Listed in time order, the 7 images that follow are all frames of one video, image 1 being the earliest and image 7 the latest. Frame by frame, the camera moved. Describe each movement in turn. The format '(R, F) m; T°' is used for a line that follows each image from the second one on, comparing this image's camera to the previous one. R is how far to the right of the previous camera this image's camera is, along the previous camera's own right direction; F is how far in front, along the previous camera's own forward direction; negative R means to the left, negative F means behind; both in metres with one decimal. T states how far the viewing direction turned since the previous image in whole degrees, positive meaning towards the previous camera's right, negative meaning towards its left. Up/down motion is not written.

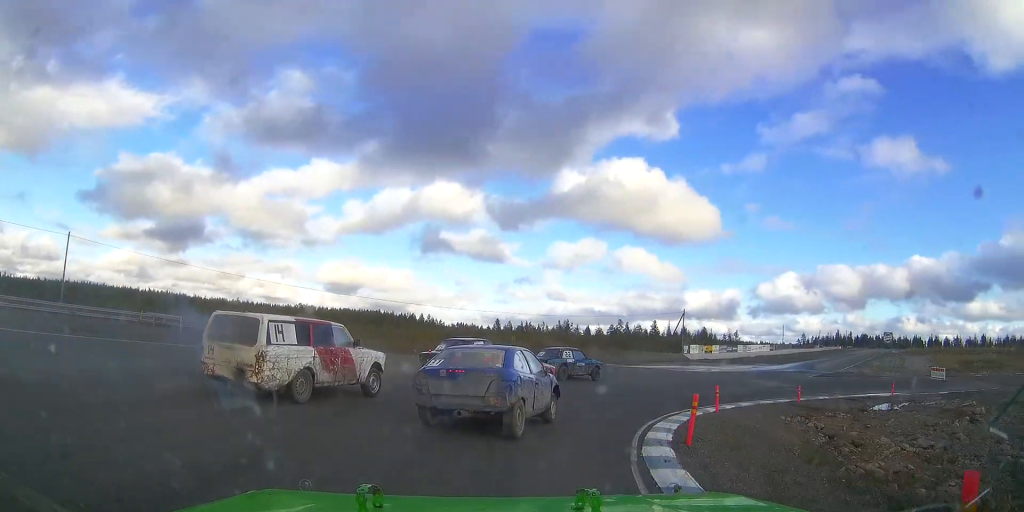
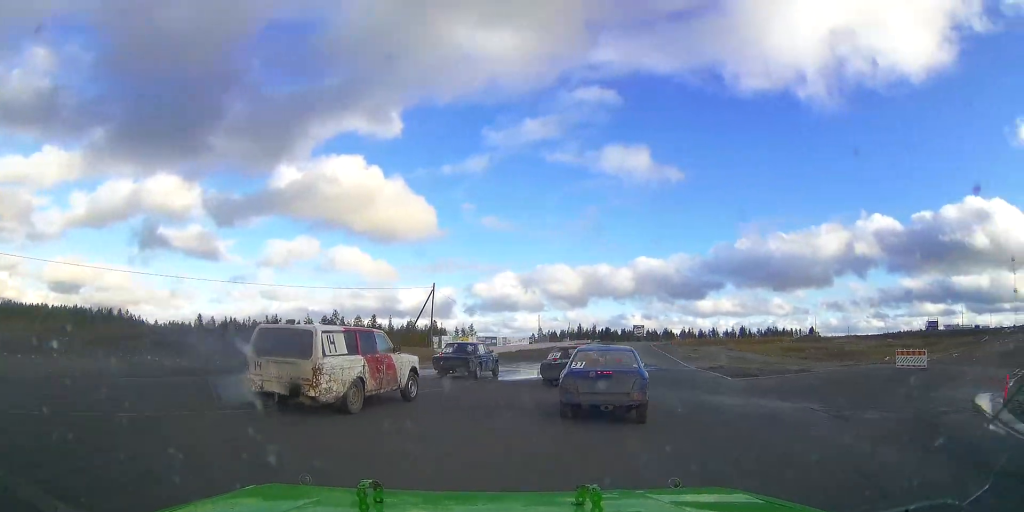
(+7.2, +24.6) m; +26°
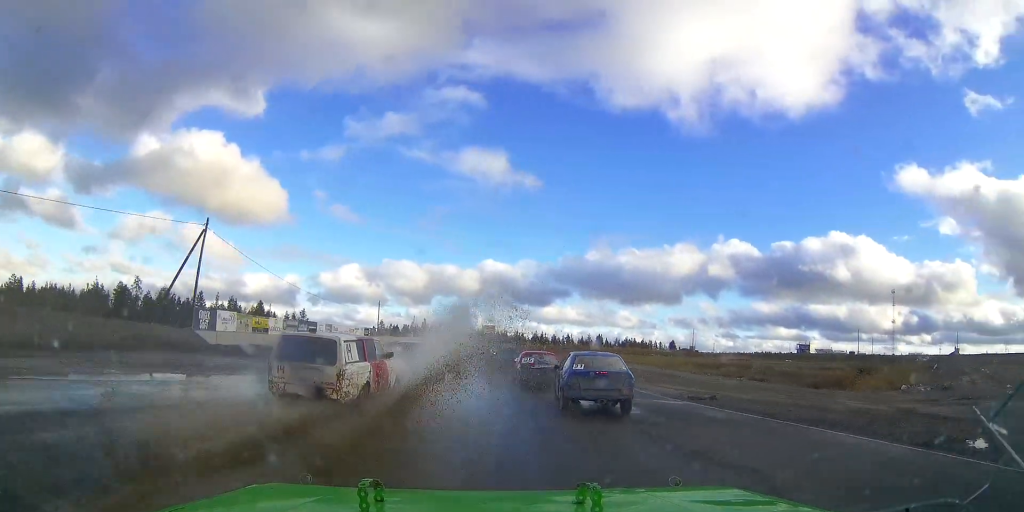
(+2.1, +20.2) m; +9°
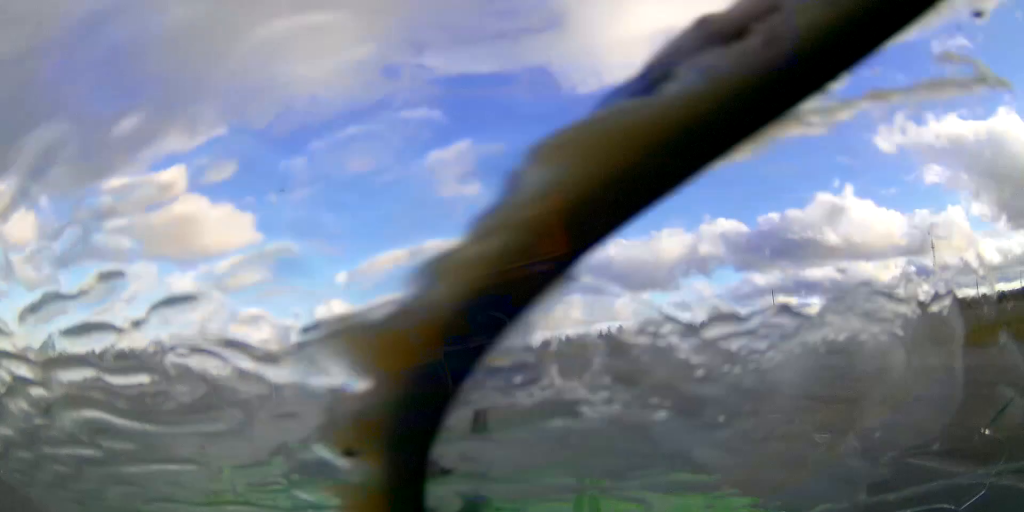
(+2.7, +53.1) m; +3°
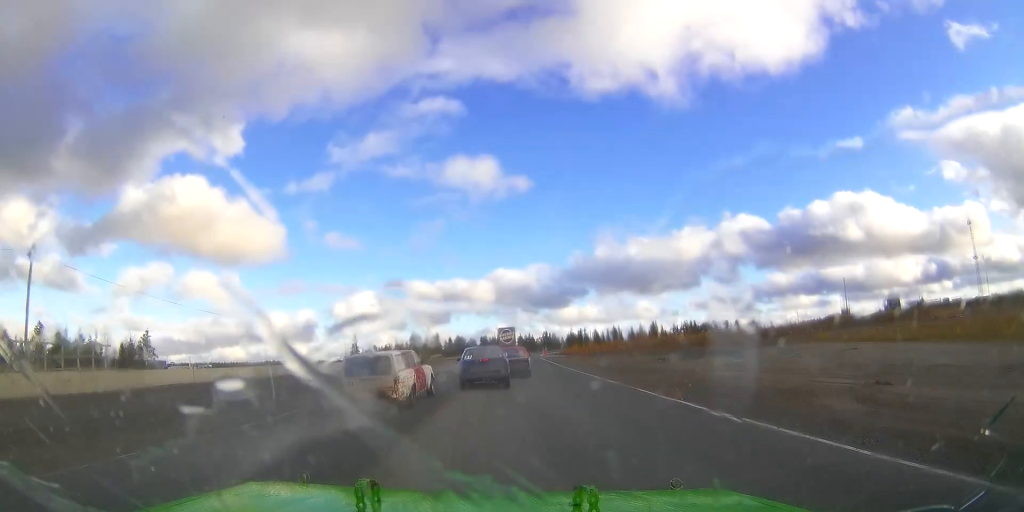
(-0.1, +19.1) m; 0°
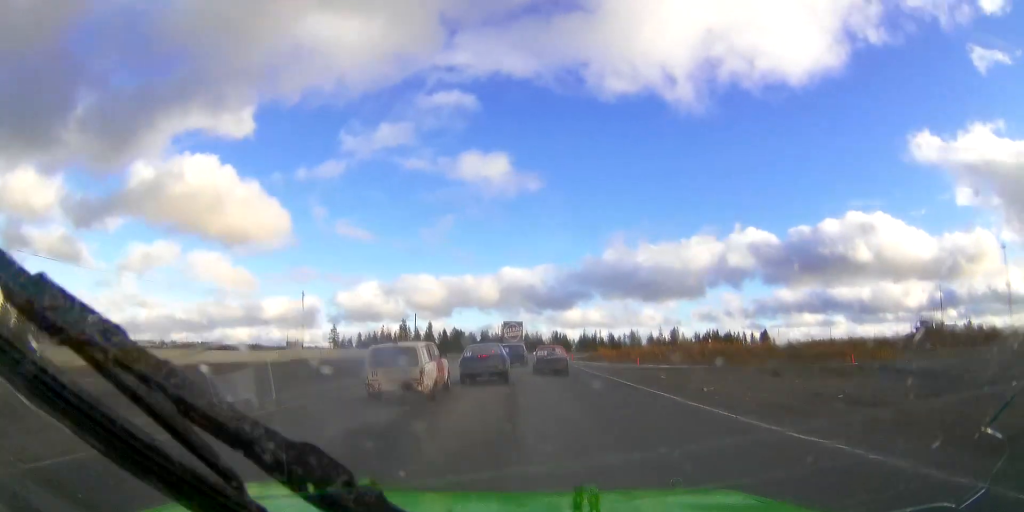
(+0.4, +23.8) m; +1°
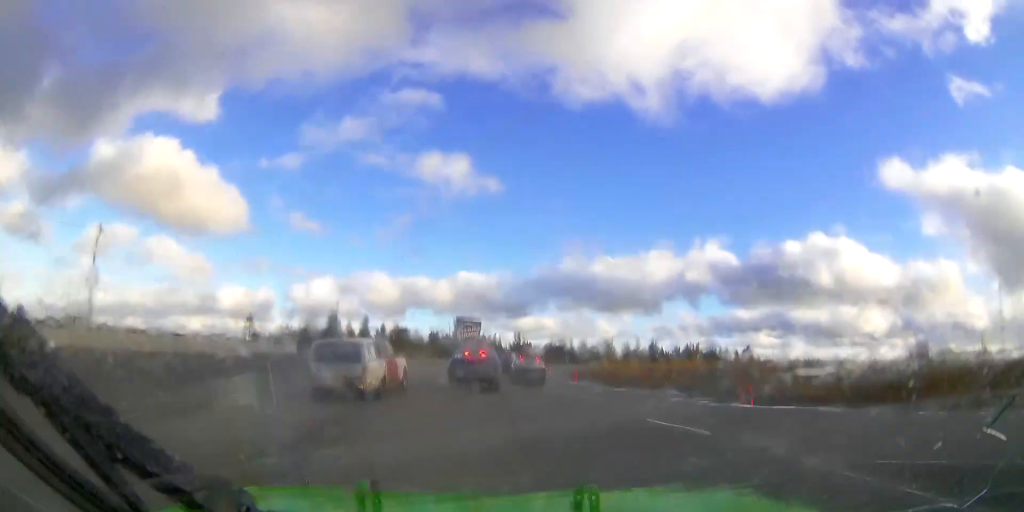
(-0.1, +26.3) m; +3°
